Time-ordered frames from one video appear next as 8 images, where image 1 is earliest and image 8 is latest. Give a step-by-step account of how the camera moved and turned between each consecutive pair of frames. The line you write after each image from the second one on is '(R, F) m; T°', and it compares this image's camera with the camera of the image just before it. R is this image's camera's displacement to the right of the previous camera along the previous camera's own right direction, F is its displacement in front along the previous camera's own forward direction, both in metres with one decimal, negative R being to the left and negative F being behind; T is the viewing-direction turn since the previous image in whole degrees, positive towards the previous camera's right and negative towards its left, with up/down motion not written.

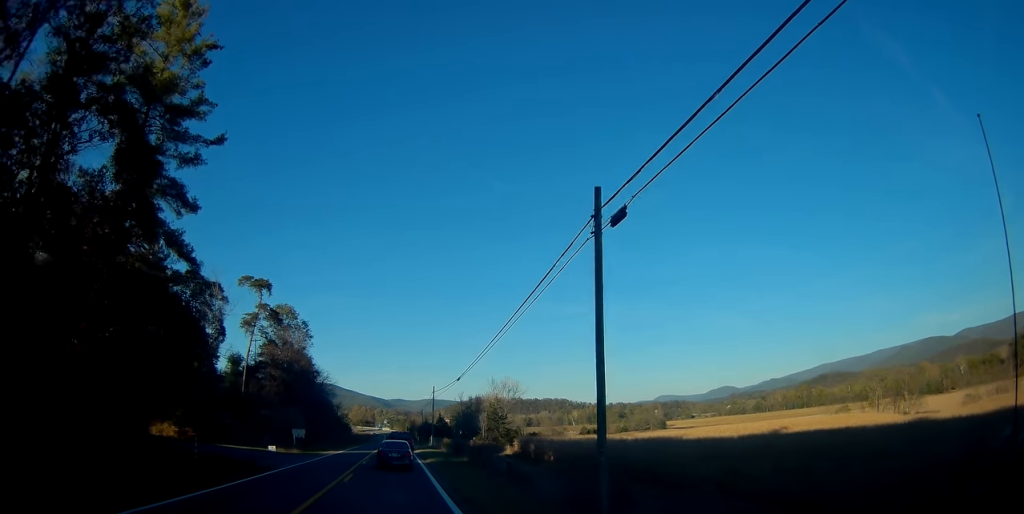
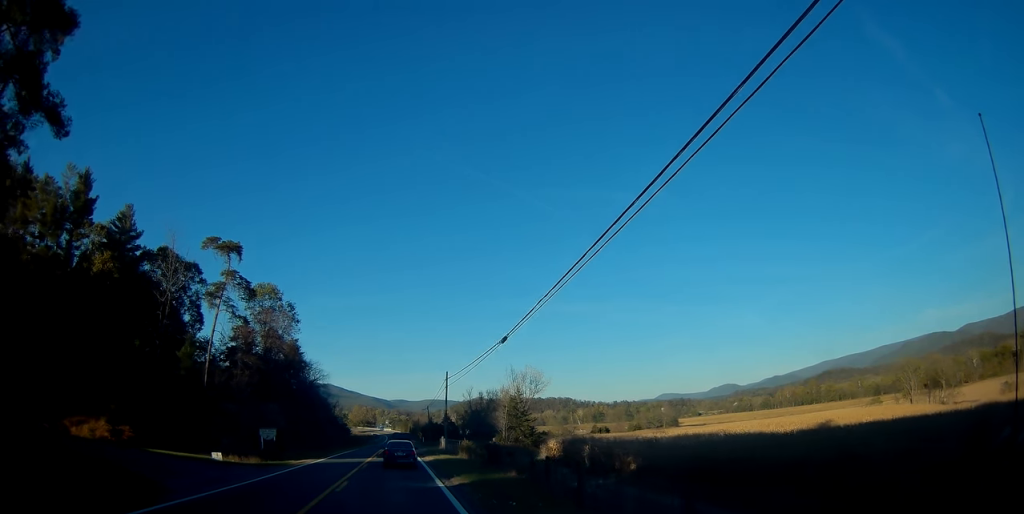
(-0.4, +15.6) m; -1°
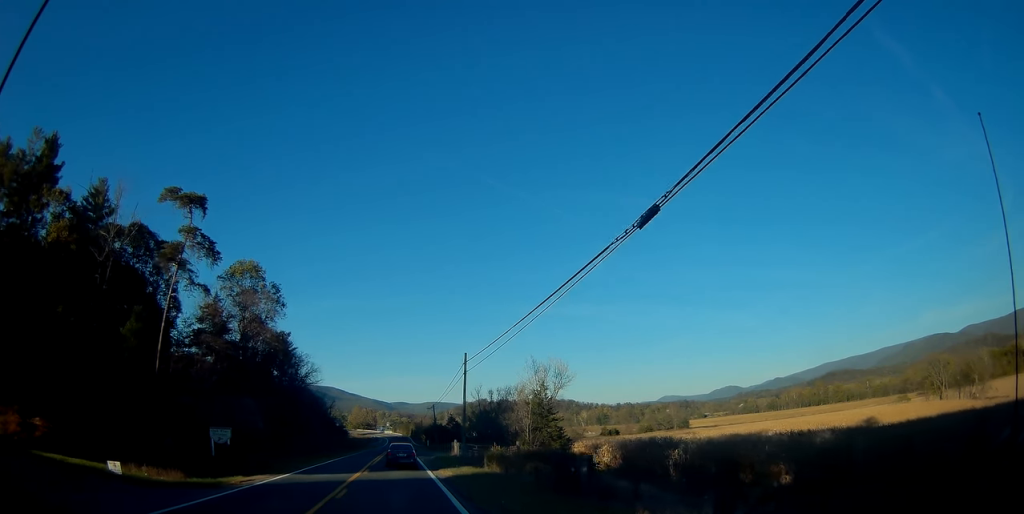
(+0.2, +12.6) m; +1°
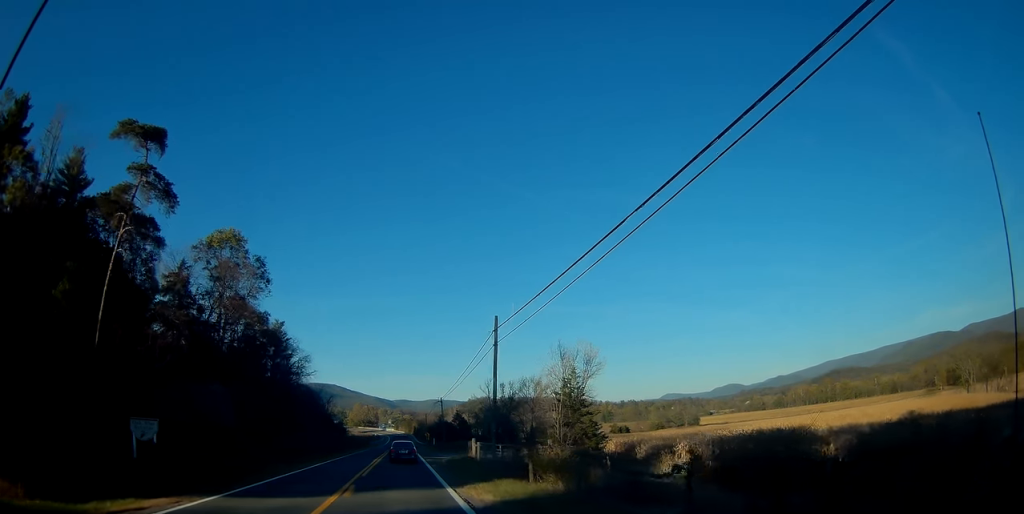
(-0.1, +10.9) m; +1°
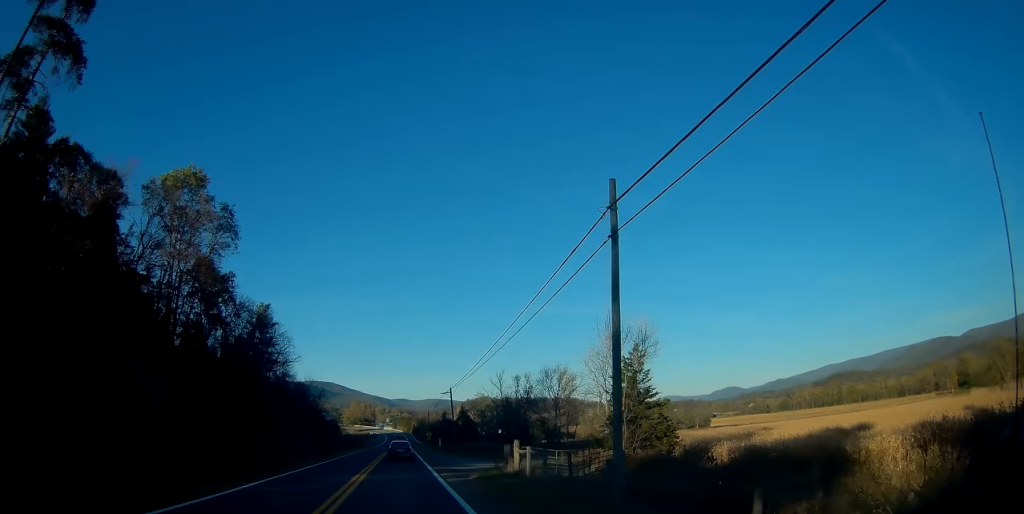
(+0.2, +15.2) m; +1°
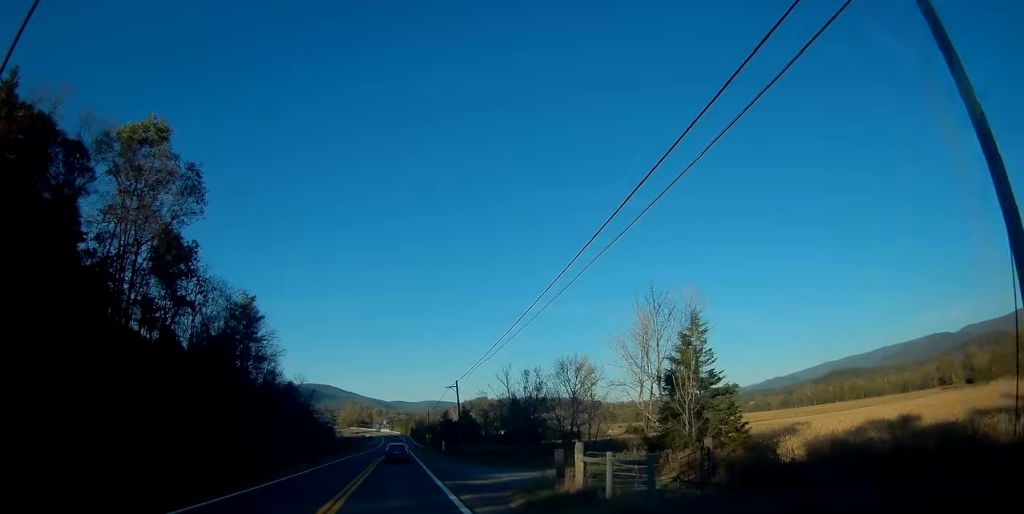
(-0.1, +9.3) m; 0°
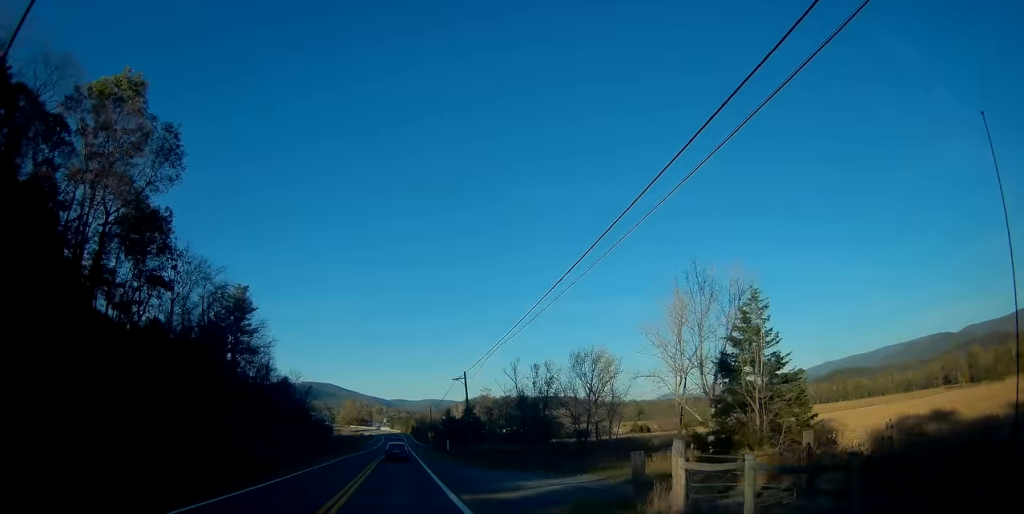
(0.0, +6.2) m; 0°
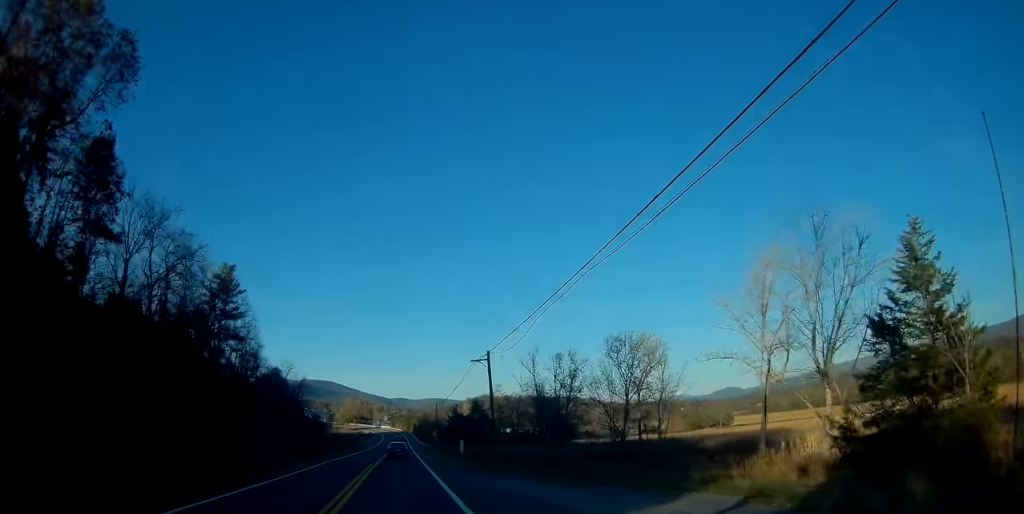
(+0.1, +10.7) m; 0°
